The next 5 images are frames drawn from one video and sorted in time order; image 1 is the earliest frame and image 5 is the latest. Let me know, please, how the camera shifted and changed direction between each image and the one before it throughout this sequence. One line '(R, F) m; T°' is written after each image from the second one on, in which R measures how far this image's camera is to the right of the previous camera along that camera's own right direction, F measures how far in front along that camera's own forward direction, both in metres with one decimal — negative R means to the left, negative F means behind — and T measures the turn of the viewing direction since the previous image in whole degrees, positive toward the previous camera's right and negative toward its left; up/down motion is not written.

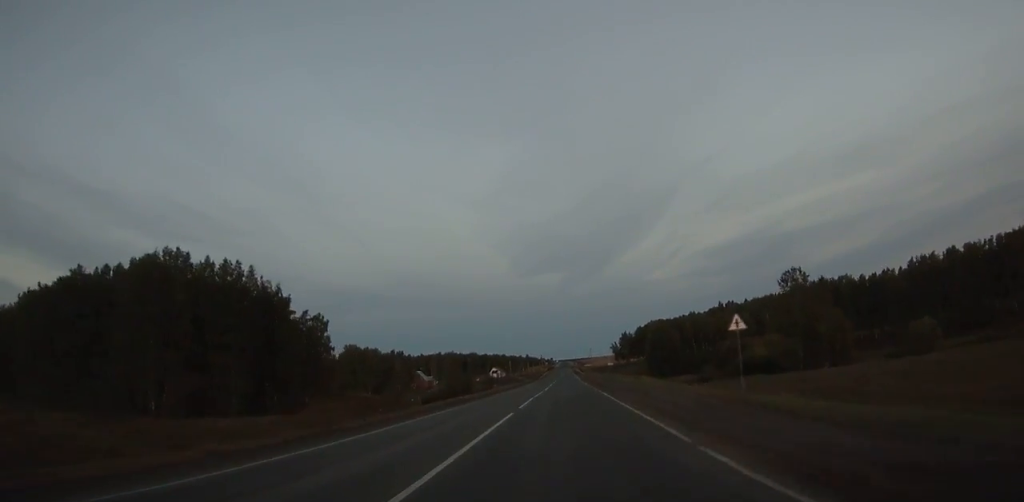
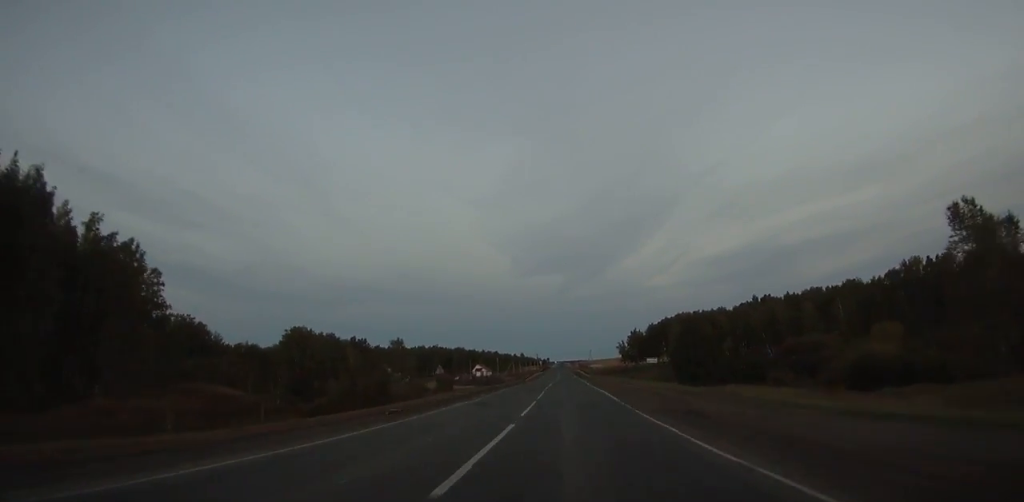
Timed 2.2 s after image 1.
(-0.1, +50.1) m; 0°
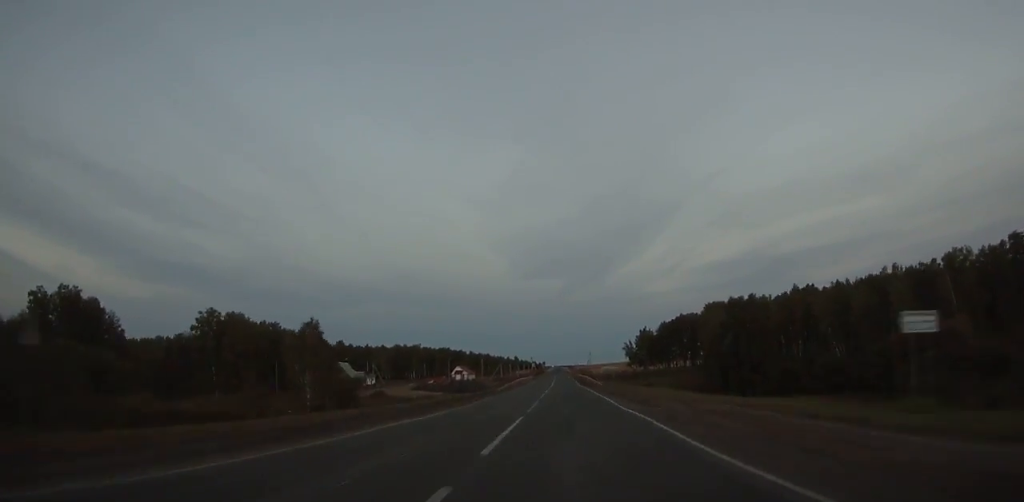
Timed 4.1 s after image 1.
(0.0, +41.9) m; 0°
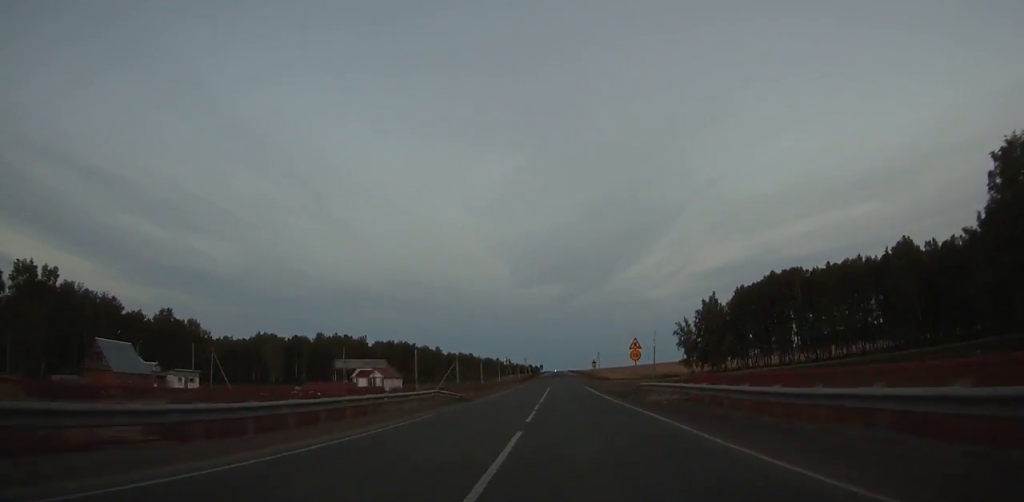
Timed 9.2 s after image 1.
(+0.1, +108.2) m; 0°
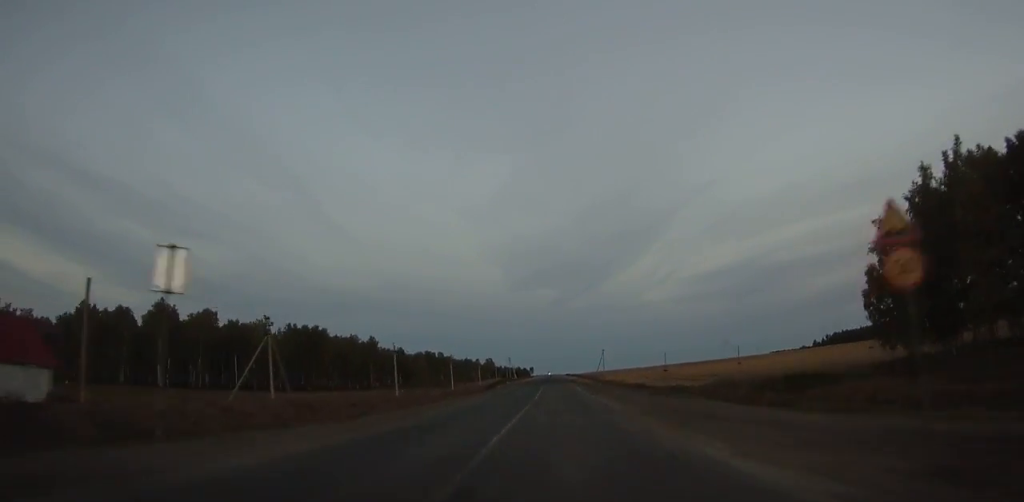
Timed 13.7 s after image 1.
(+0.5, +92.2) m; 0°
